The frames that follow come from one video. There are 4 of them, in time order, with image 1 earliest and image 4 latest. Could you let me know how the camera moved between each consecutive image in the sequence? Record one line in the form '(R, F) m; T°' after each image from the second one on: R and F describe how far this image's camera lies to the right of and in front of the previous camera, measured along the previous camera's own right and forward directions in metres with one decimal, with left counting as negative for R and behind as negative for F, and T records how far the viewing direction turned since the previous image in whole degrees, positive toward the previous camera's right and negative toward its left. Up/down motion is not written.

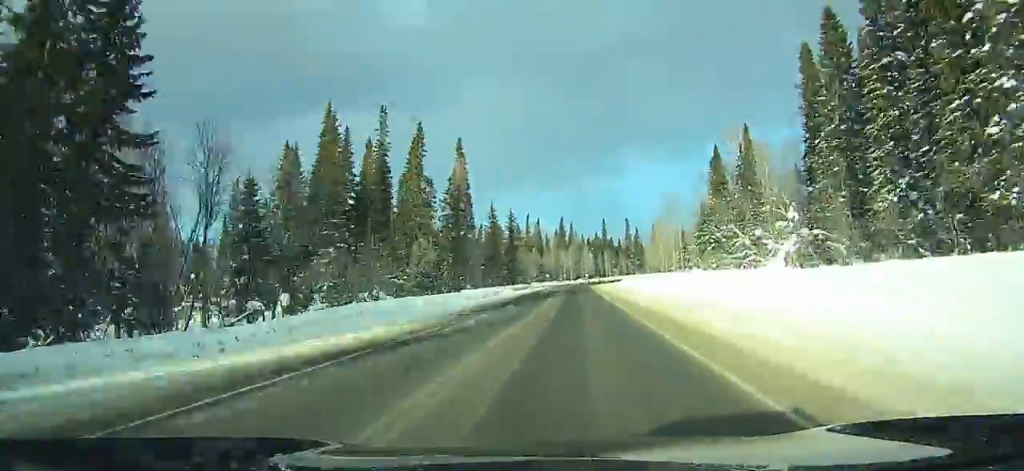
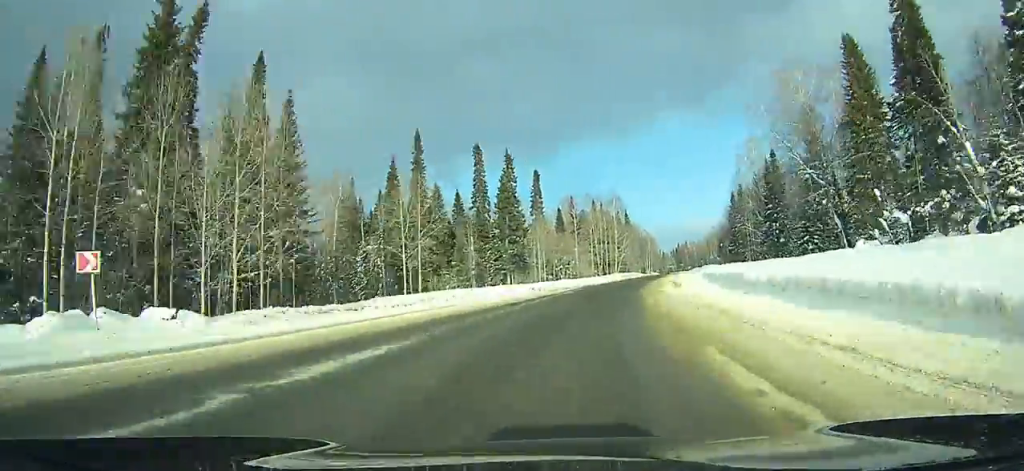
(+15.1, +169.7) m; +18°
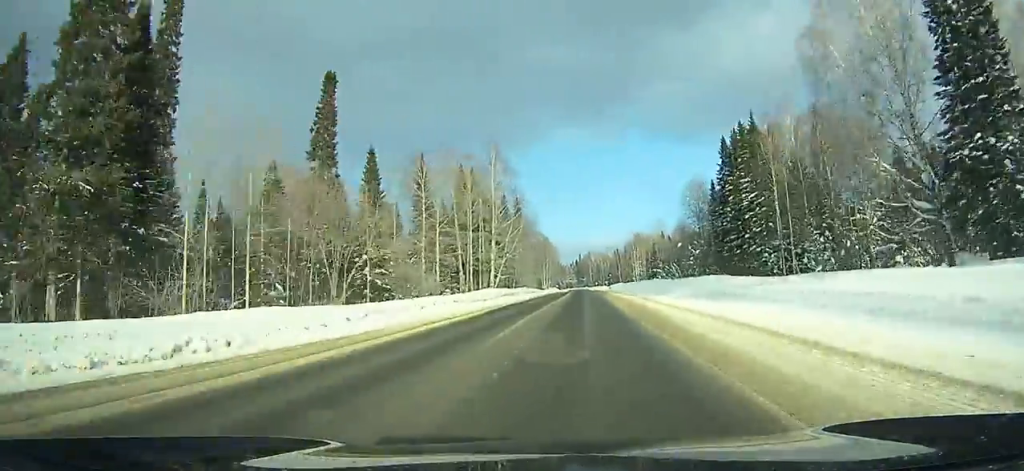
(+7.4, +72.4) m; +9°
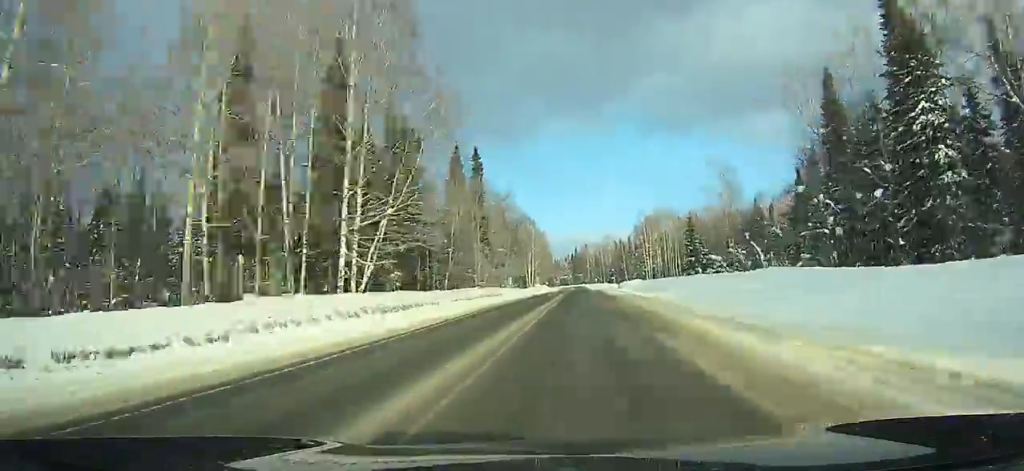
(+1.7, +54.0) m; +2°
